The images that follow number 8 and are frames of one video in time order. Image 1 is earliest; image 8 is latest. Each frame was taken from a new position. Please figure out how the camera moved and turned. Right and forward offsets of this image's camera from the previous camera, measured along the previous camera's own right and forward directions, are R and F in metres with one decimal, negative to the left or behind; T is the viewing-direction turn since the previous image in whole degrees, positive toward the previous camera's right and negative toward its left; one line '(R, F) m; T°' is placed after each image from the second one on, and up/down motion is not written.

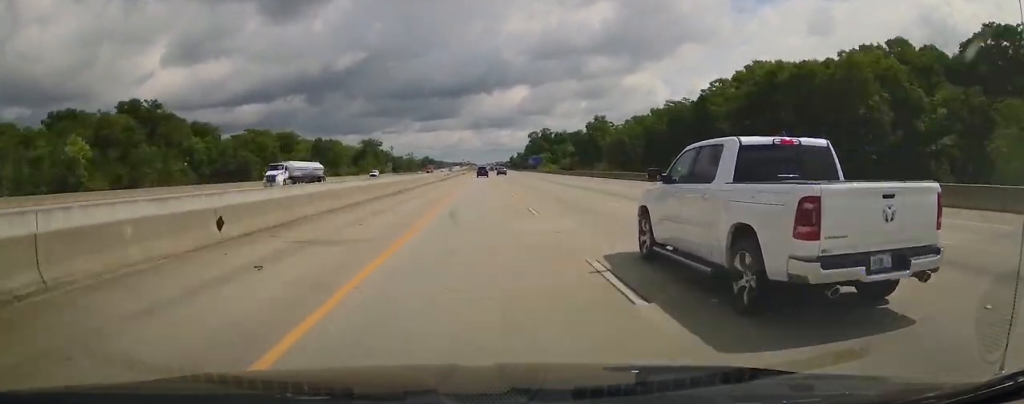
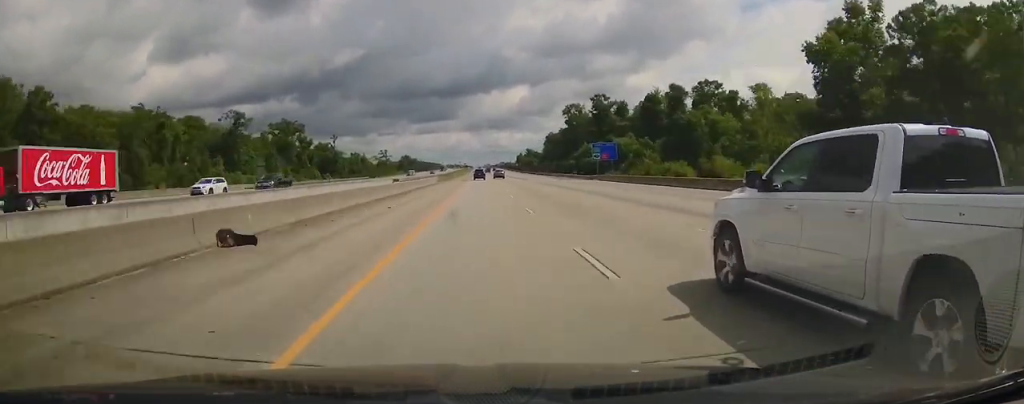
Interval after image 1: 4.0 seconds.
(+0.4, +145.2) m; 0°
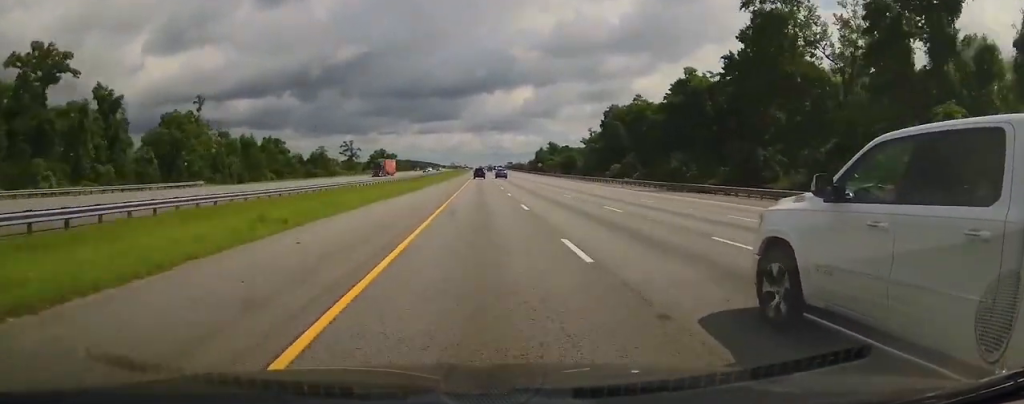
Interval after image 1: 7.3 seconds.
(-0.1, +121.2) m; 0°
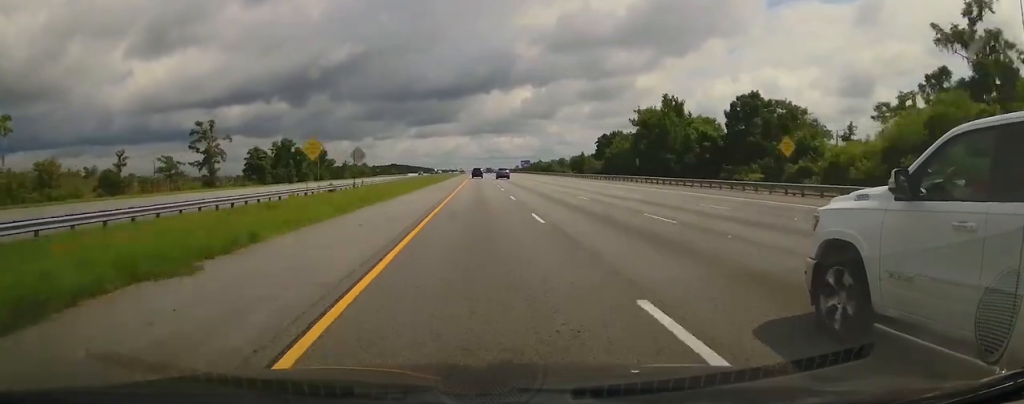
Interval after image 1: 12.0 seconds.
(+0.1, +169.5) m; 0°
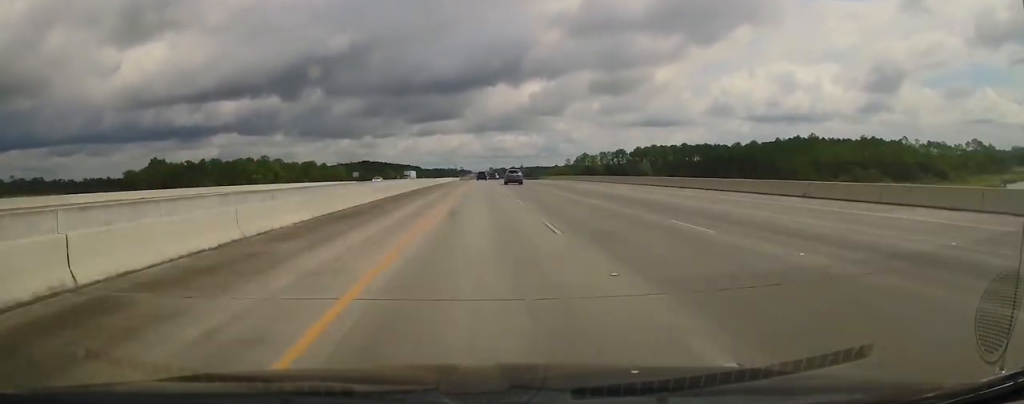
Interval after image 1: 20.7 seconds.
(+0.2, +313.1) m; 0°
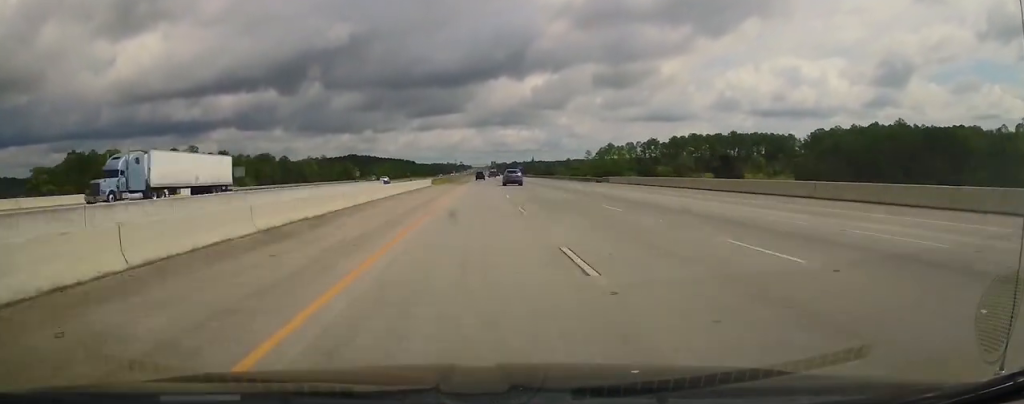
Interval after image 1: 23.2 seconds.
(-0.1, +90.7) m; 0°
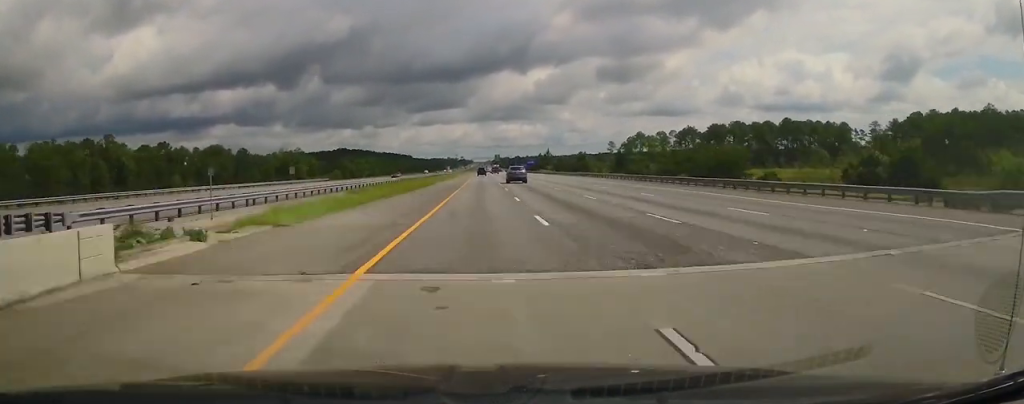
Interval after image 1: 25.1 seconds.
(0.0, +66.9) m; 0°
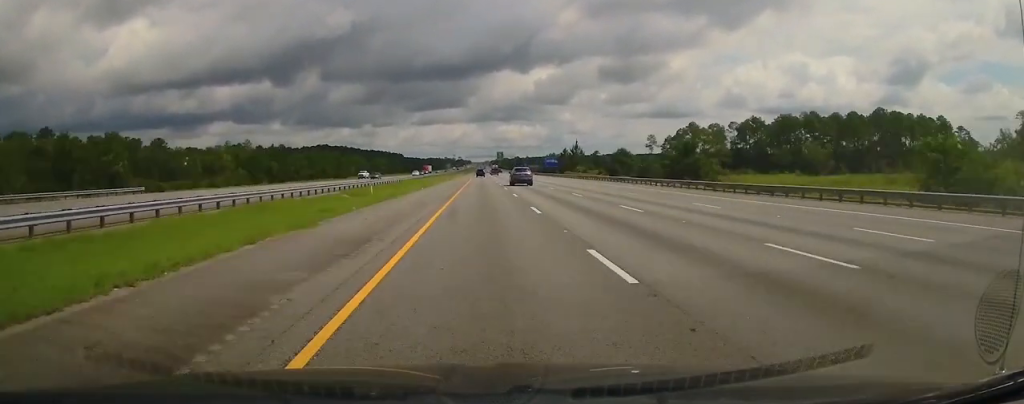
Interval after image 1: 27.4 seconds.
(0.0, +81.0) m; 0°
